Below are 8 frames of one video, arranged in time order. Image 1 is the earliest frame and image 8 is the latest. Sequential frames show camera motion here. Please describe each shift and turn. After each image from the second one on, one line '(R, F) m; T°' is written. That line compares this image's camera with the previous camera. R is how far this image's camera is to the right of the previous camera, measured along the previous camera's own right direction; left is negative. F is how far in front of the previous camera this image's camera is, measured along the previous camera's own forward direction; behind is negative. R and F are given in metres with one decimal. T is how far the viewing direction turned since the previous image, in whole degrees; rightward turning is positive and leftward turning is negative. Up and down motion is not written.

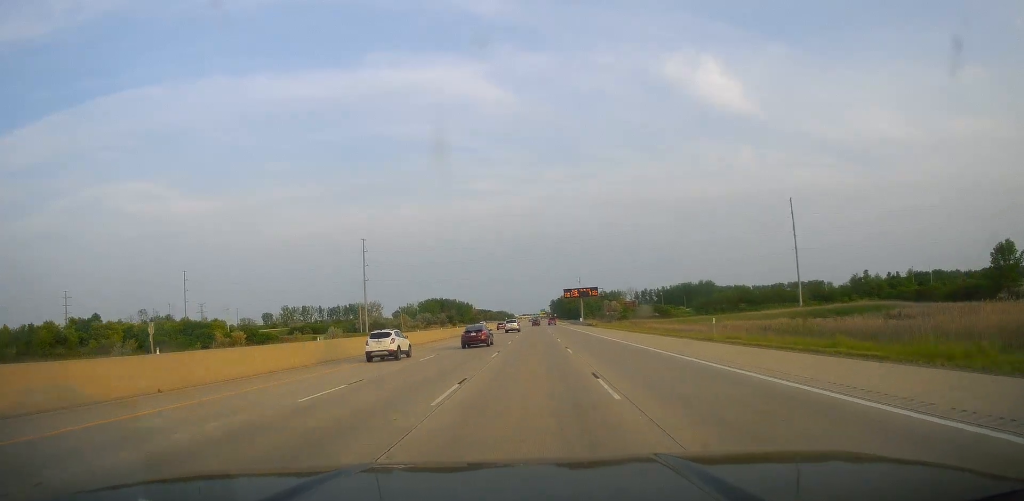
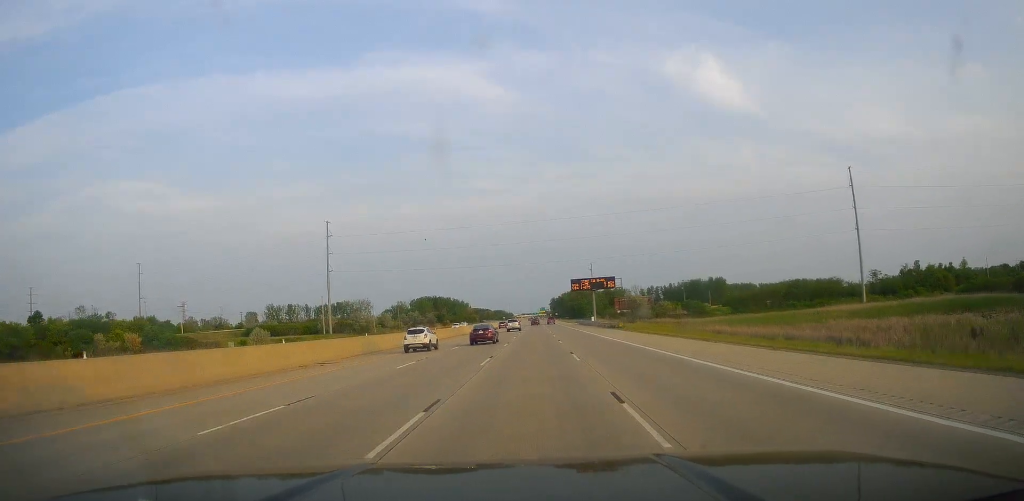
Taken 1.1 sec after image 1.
(+0.1, +35.0) m; 0°
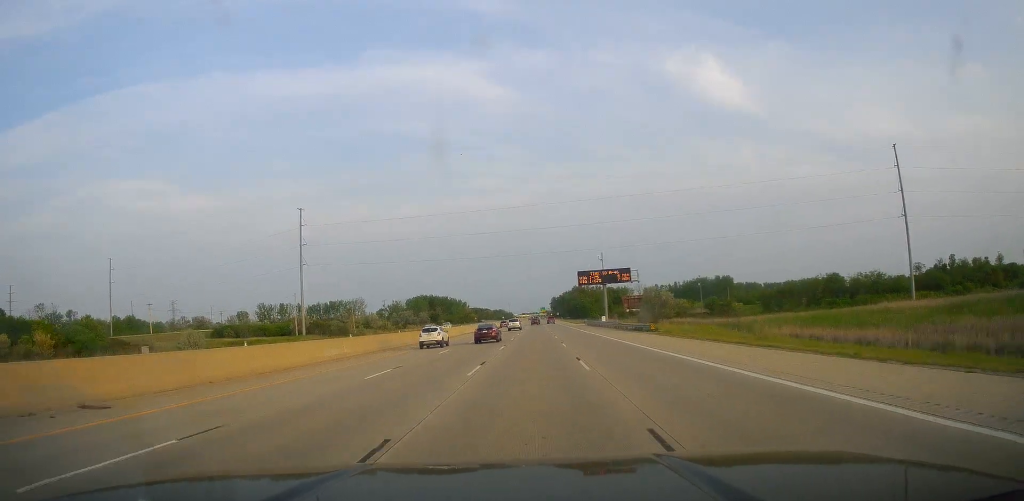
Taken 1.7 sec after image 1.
(+0.1, +19.7) m; 0°
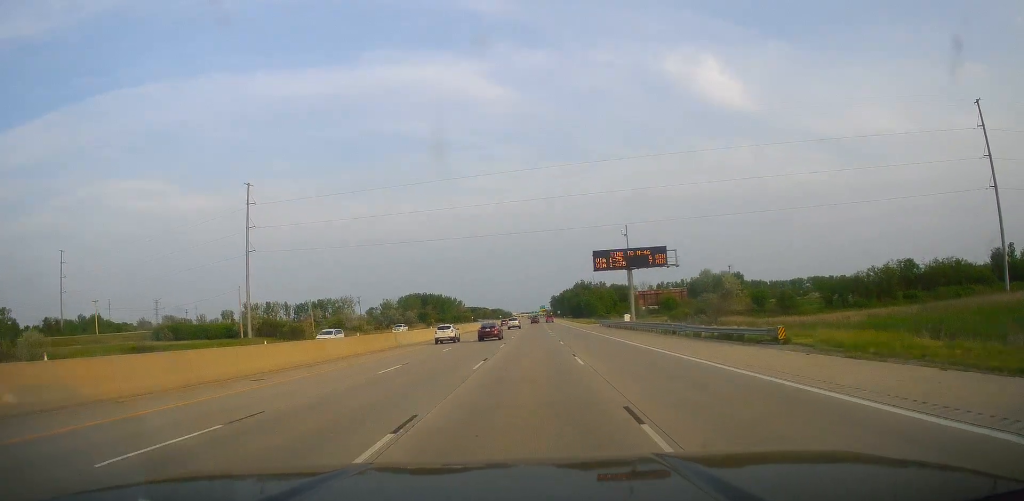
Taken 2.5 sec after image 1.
(+0.2, +28.6) m; -1°
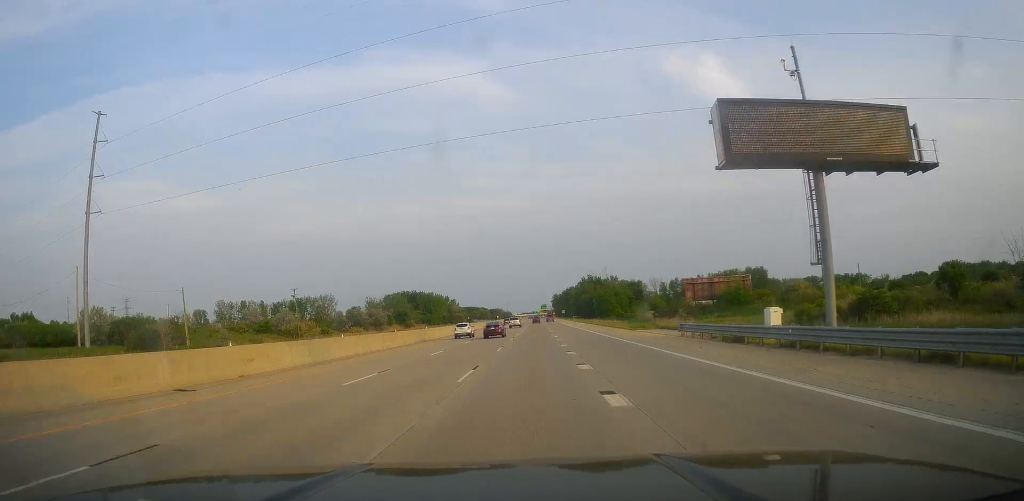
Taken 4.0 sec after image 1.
(-0.9, +49.4) m; -1°
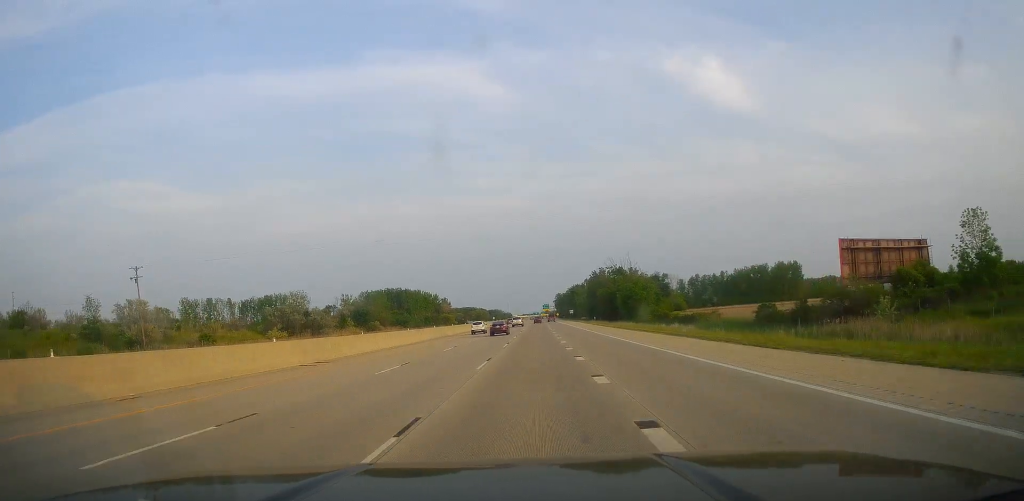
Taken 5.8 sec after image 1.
(+0.6, +57.0) m; +1°
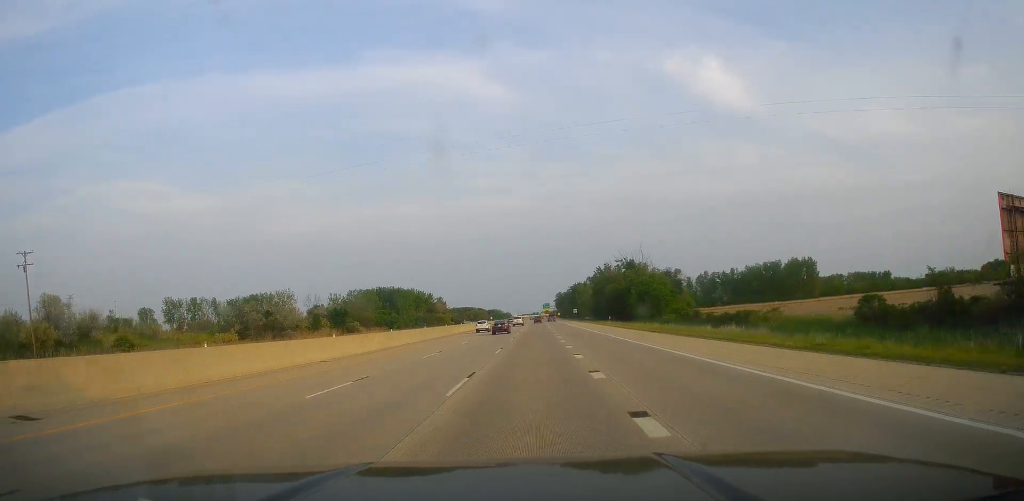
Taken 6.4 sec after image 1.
(-0.3, +21.9) m; 0°
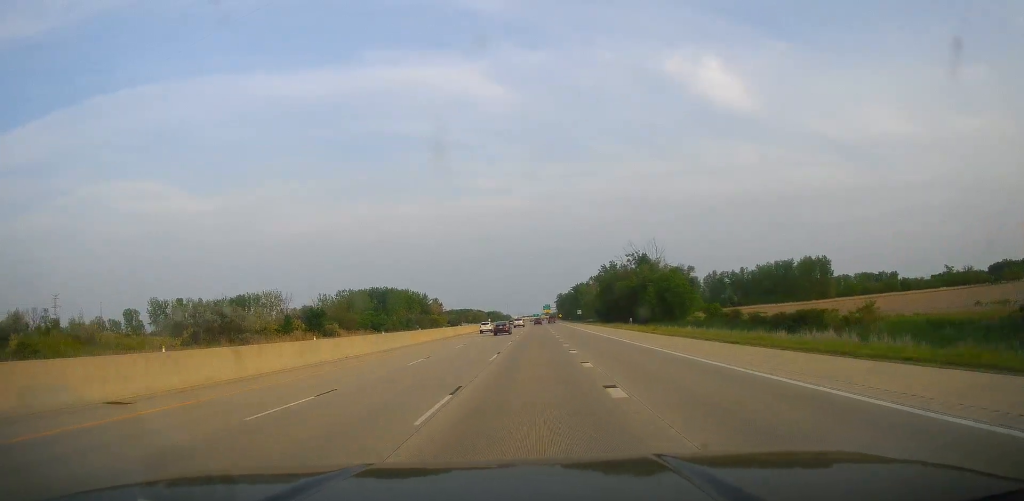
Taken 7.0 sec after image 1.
(+0.1, +18.6) m; 0°
